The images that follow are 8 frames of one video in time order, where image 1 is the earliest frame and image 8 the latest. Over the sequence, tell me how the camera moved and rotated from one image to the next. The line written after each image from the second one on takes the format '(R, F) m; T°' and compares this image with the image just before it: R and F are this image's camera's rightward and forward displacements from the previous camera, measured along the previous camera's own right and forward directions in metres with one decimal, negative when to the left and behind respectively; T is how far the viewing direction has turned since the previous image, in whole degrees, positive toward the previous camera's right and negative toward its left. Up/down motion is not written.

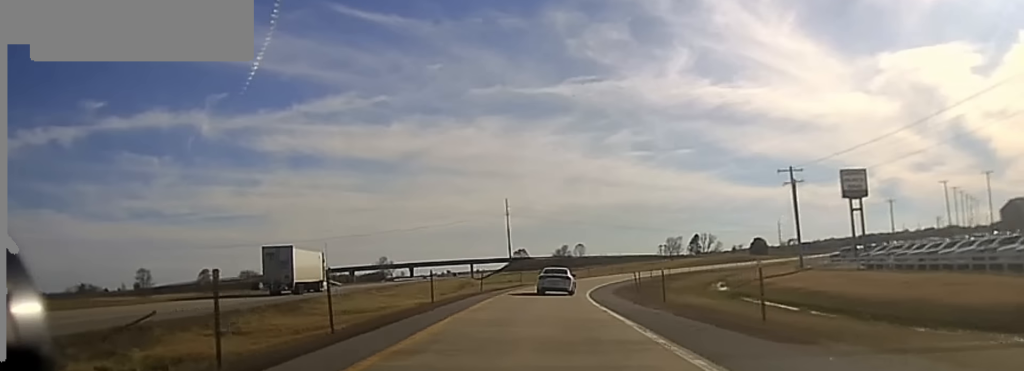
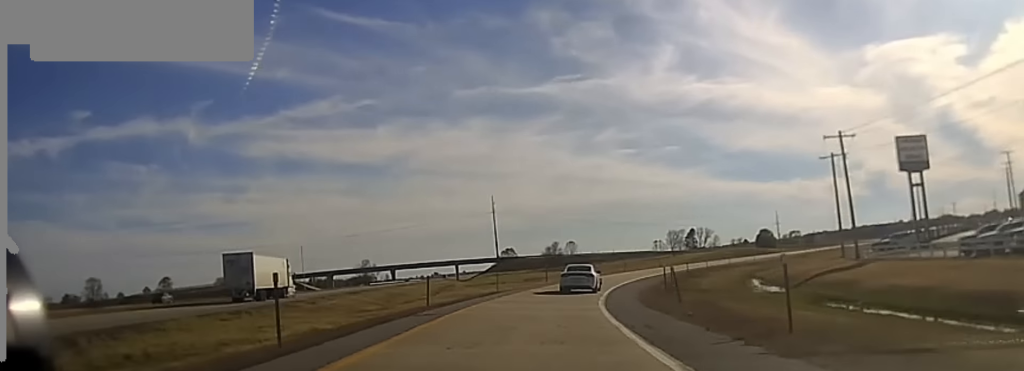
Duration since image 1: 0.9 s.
(+0.1, +24.8) m; +1°
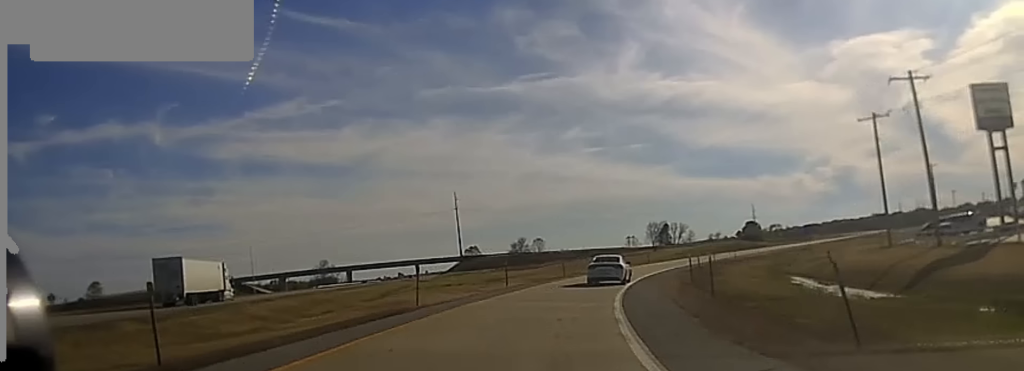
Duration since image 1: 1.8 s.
(+0.2, +21.7) m; +2°
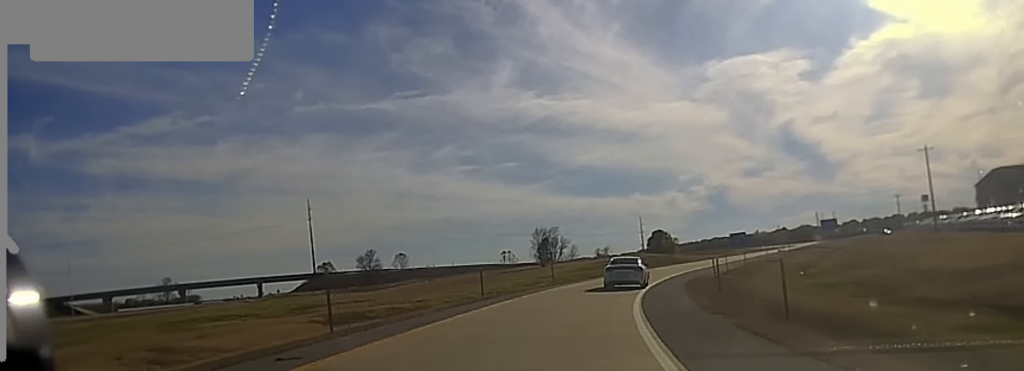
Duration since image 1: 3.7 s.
(+2.0, +42.1) m; +6°
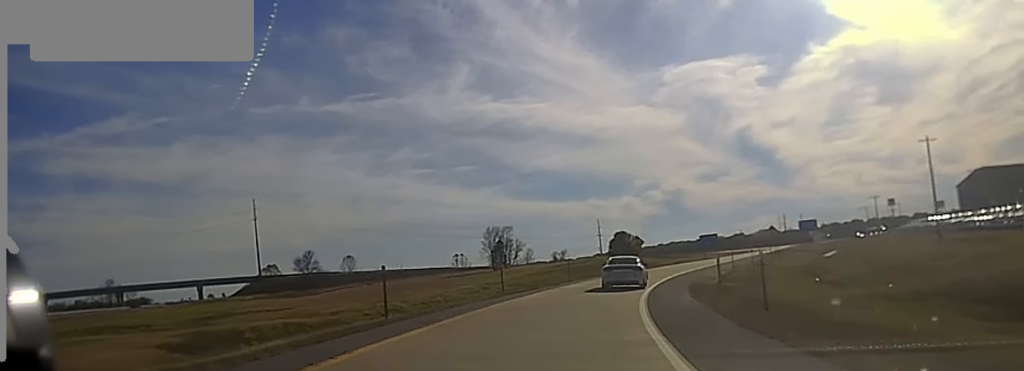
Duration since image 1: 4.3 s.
(+0.1, +13.6) m; +3°
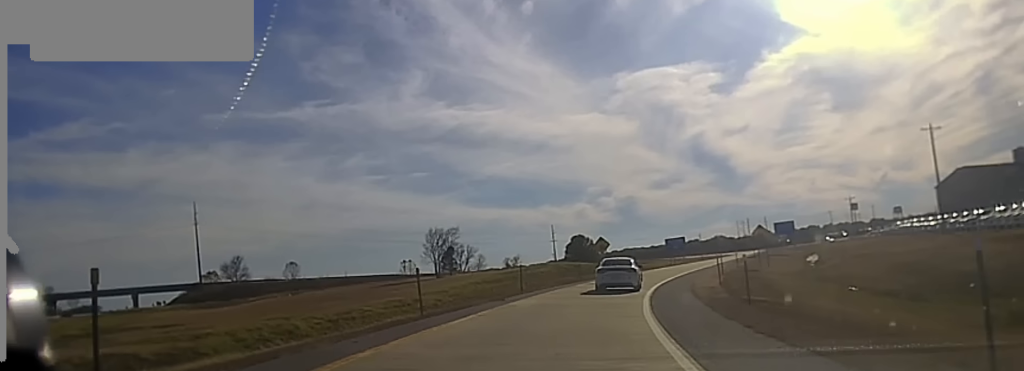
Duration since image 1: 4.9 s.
(+0.3, +13.0) m; +3°
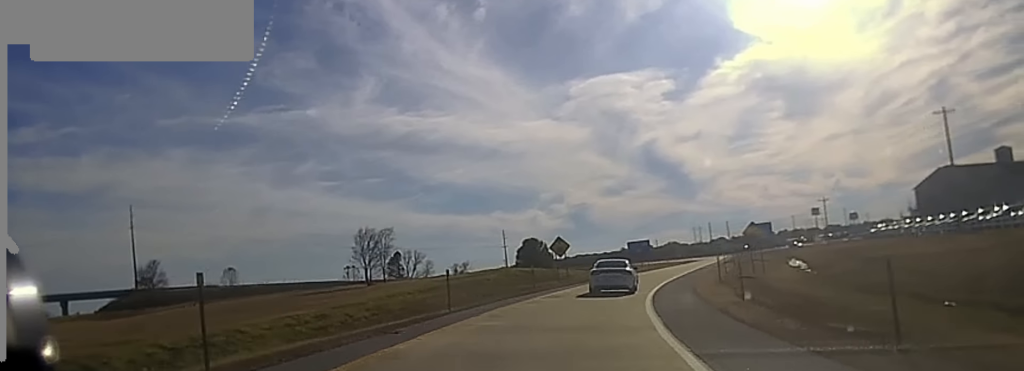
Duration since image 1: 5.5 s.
(+0.5, +15.1) m; +4°
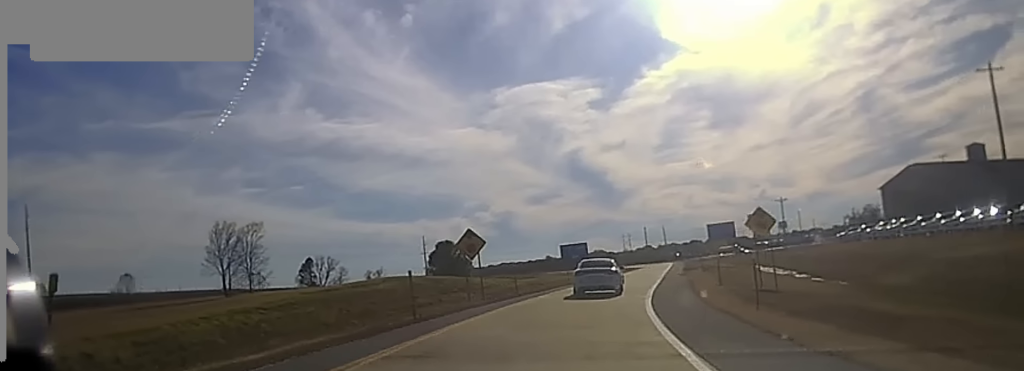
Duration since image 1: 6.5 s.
(+1.3, +24.4) m; +5°
